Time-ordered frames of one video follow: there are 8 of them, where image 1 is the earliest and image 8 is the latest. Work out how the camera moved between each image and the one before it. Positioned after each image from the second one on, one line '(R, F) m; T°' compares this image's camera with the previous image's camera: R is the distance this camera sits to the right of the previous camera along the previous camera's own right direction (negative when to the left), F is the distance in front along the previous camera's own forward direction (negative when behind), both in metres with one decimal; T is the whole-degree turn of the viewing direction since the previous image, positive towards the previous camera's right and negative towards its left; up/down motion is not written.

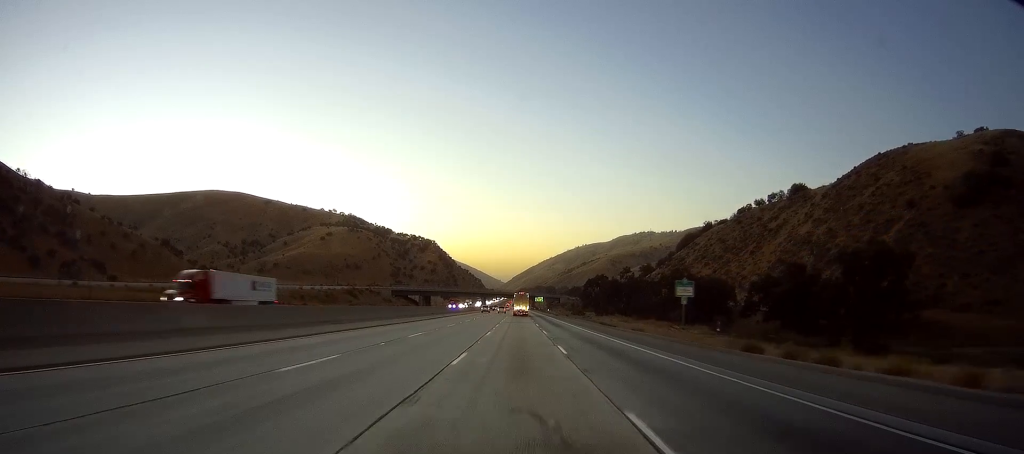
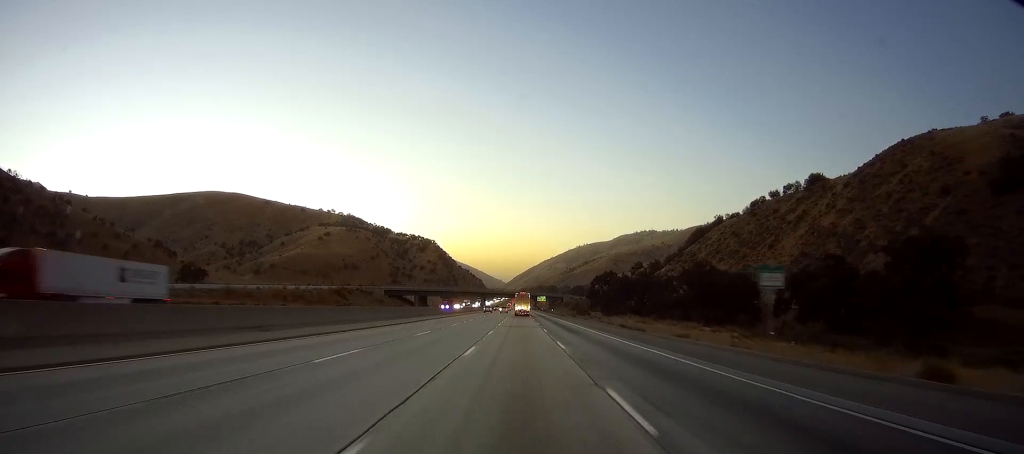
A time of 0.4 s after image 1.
(0.0, +12.8) m; 0°
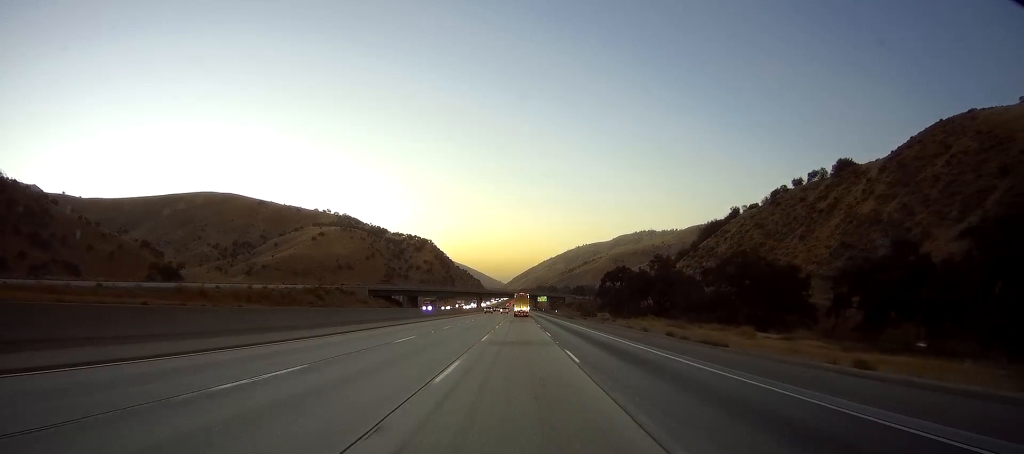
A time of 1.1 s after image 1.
(-0.3, +19.7) m; -1°
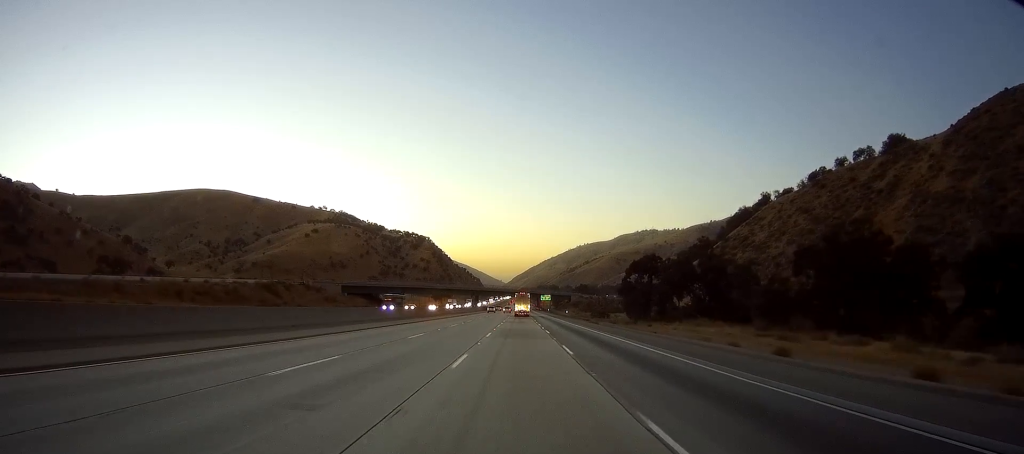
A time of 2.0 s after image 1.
(-0.3, +27.4) m; 0°
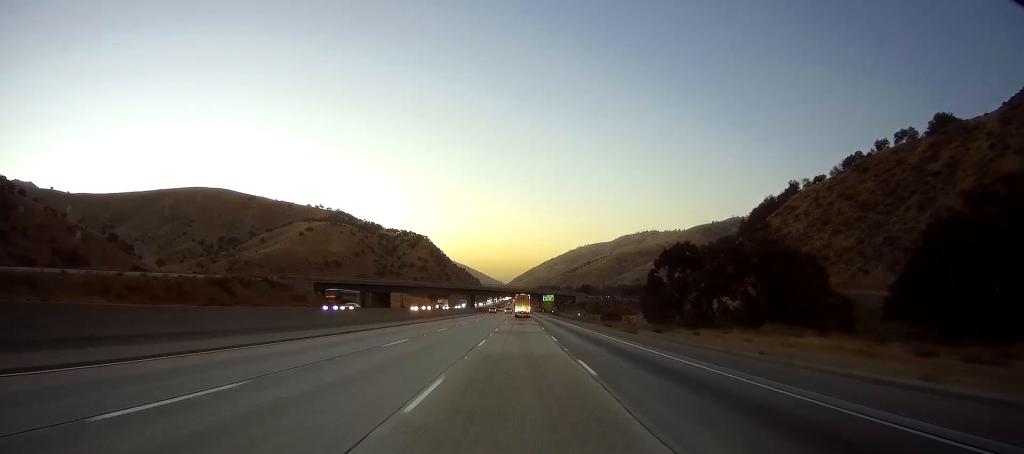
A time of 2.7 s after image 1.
(0.0, +20.5) m; +1°
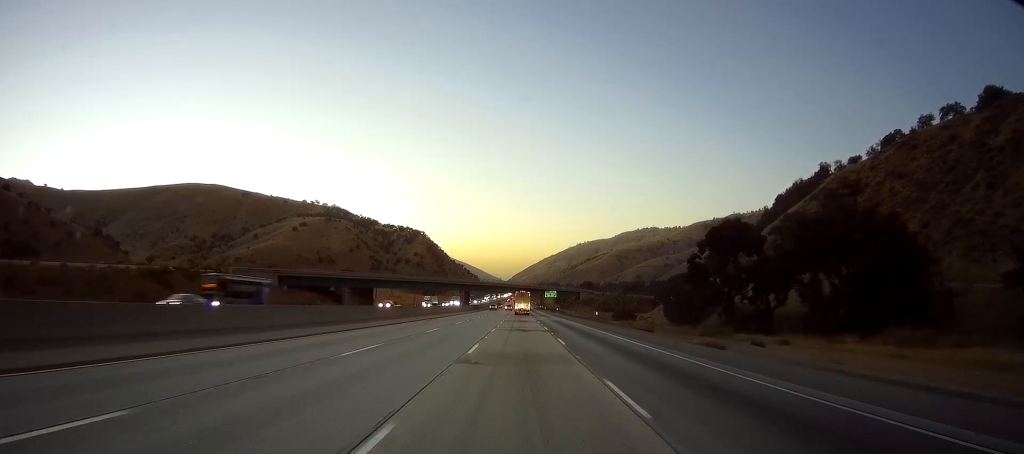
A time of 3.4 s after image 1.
(+0.1, +19.6) m; +1°
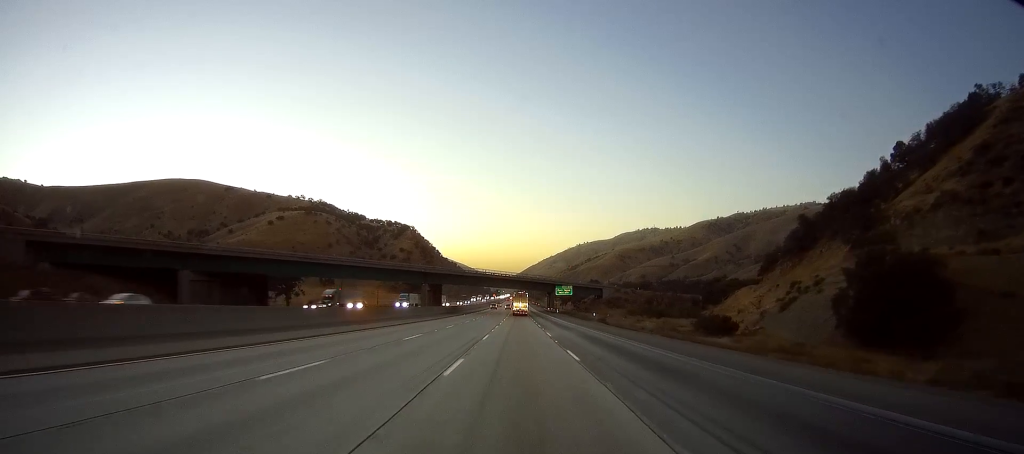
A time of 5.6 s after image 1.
(-0.2, +64.6) m; -1°
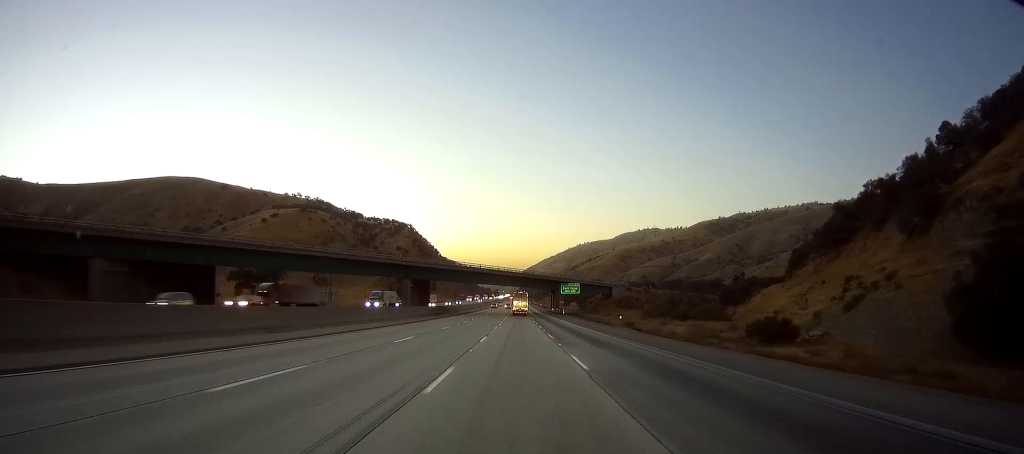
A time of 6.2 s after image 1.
(-0.1, +16.6) m; 0°
